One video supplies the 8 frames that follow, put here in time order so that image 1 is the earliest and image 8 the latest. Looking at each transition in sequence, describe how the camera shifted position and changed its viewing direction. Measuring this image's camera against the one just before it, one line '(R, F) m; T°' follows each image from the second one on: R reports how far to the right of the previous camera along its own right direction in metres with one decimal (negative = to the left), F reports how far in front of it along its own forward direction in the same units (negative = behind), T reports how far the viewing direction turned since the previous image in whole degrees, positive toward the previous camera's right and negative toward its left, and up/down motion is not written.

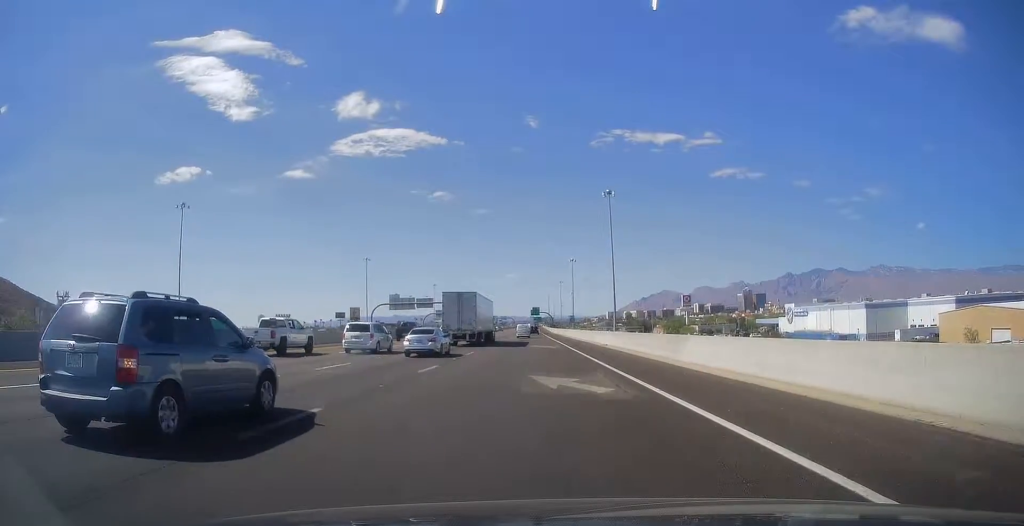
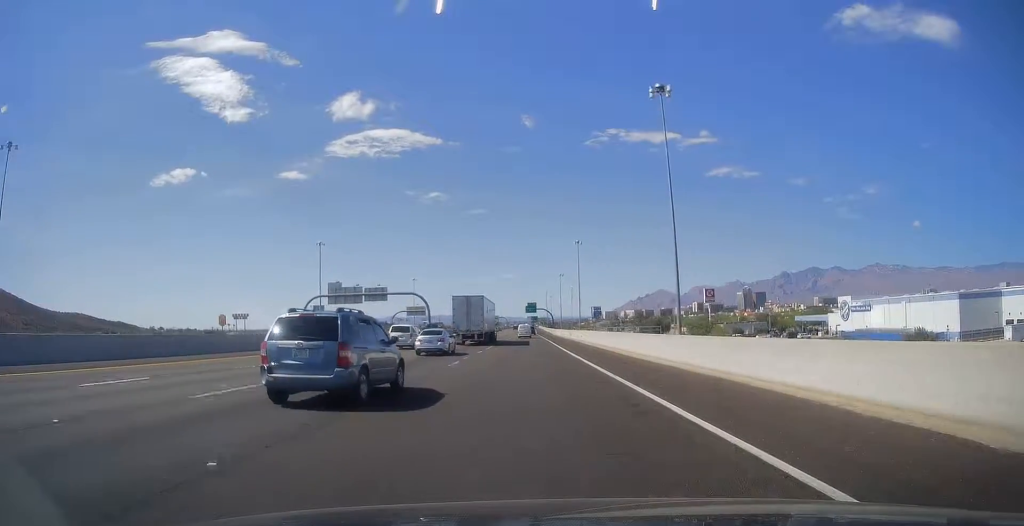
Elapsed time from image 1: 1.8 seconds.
(+0.4, +45.6) m; +1°
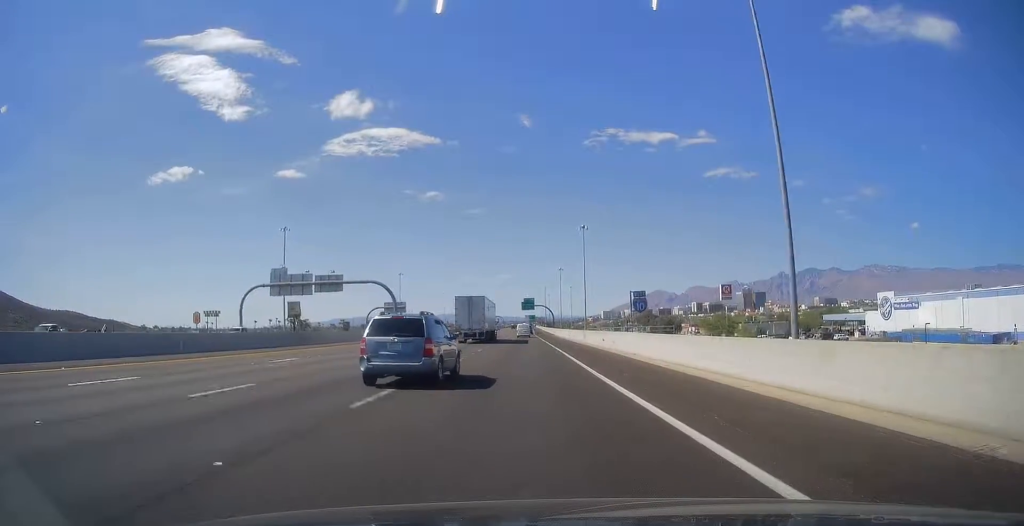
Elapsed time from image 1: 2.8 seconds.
(-0.2, +25.2) m; -1°
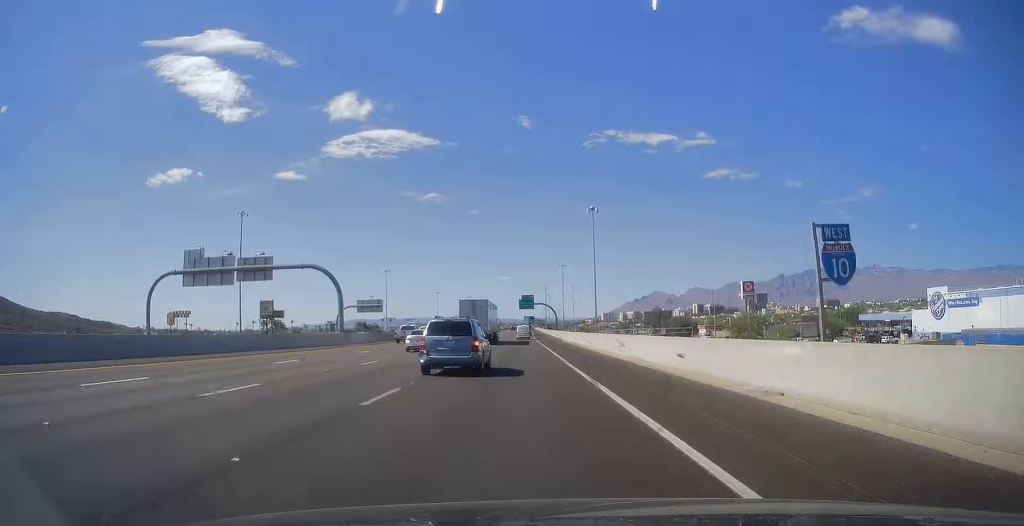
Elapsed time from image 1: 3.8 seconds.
(-0.5, +24.1) m; 0°
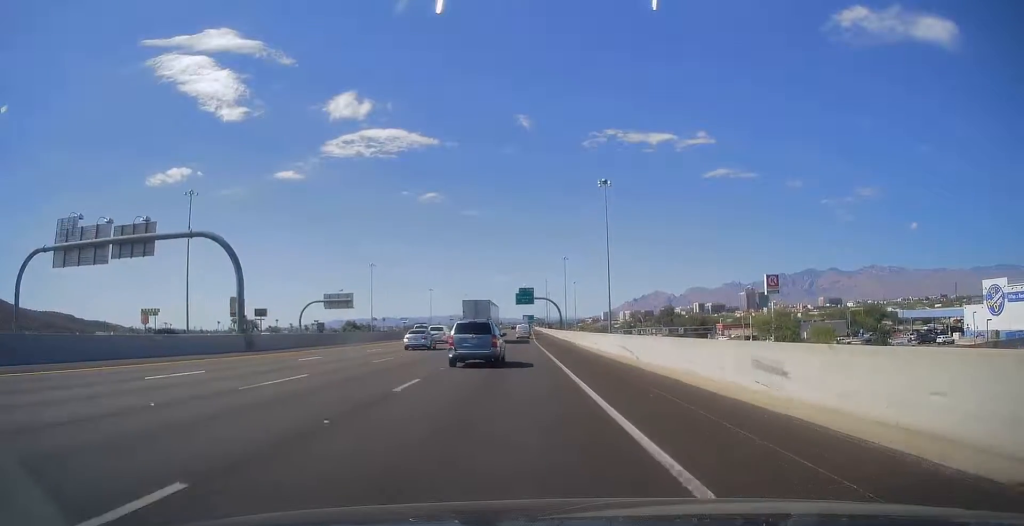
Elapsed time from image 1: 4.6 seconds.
(+0.5, +21.5) m; +1°
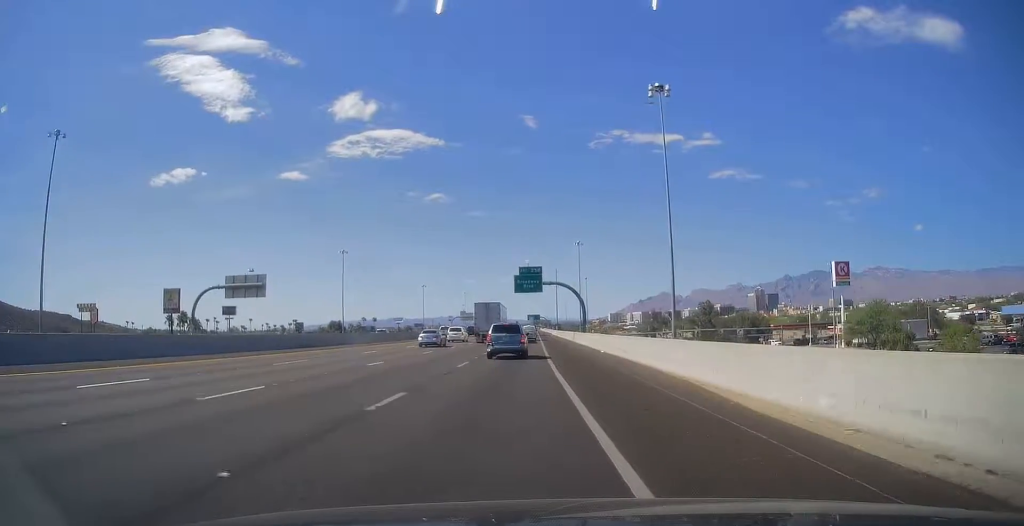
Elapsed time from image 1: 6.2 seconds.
(0.0, +39.9) m; 0°
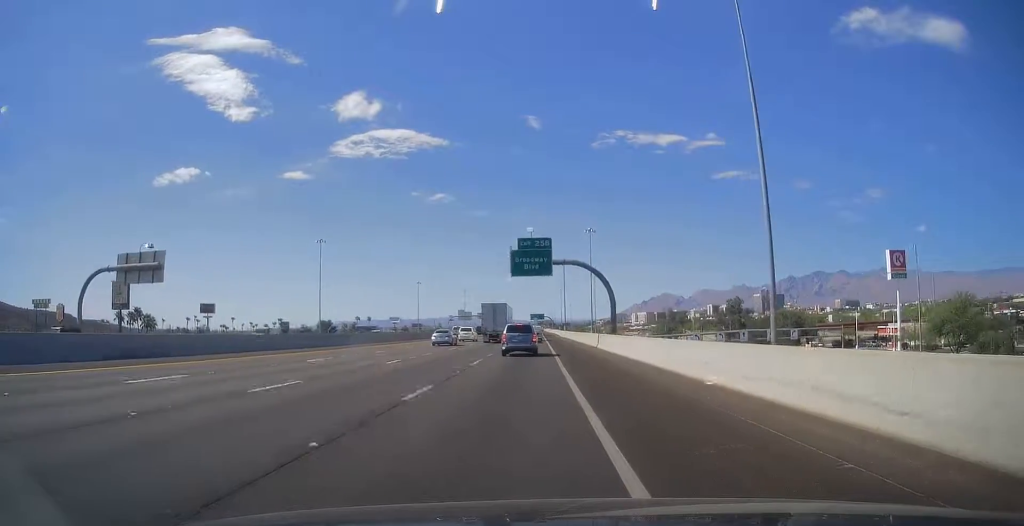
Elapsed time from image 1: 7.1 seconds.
(0.0, +22.6) m; -1°
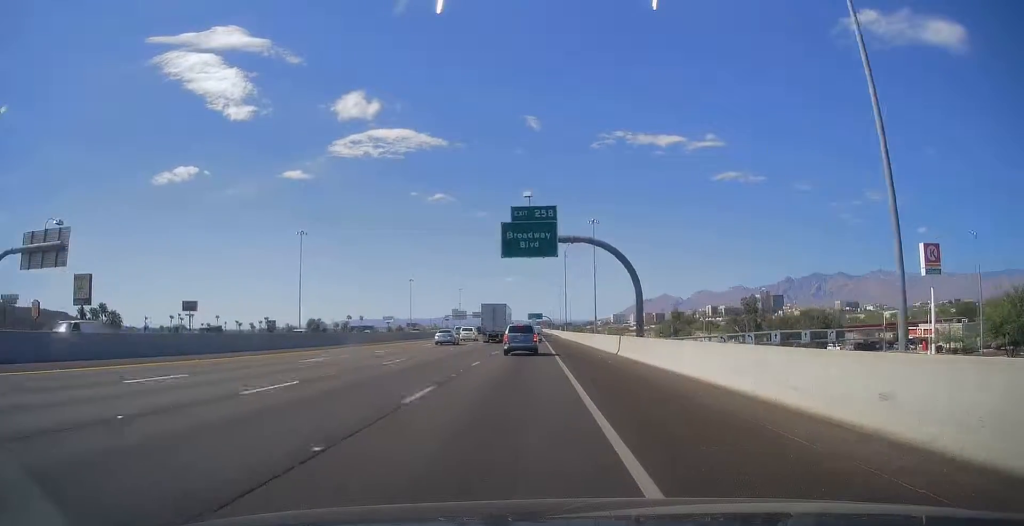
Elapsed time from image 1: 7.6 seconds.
(+0.2, +12.6) m; -1°
